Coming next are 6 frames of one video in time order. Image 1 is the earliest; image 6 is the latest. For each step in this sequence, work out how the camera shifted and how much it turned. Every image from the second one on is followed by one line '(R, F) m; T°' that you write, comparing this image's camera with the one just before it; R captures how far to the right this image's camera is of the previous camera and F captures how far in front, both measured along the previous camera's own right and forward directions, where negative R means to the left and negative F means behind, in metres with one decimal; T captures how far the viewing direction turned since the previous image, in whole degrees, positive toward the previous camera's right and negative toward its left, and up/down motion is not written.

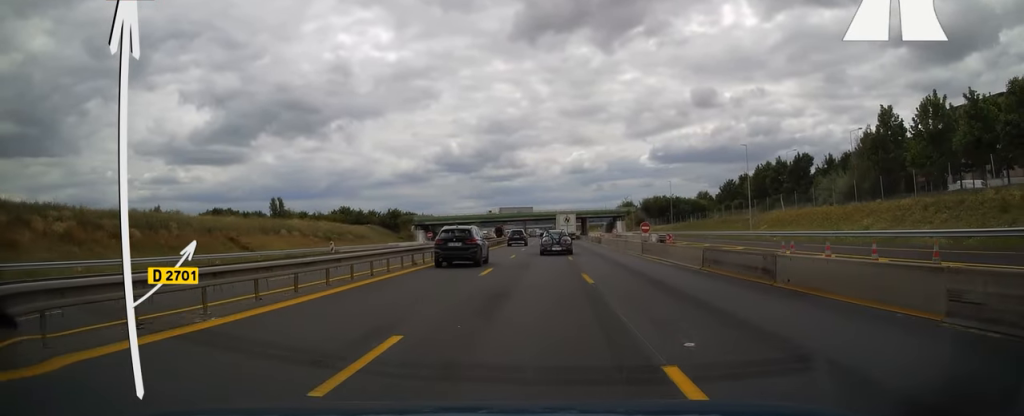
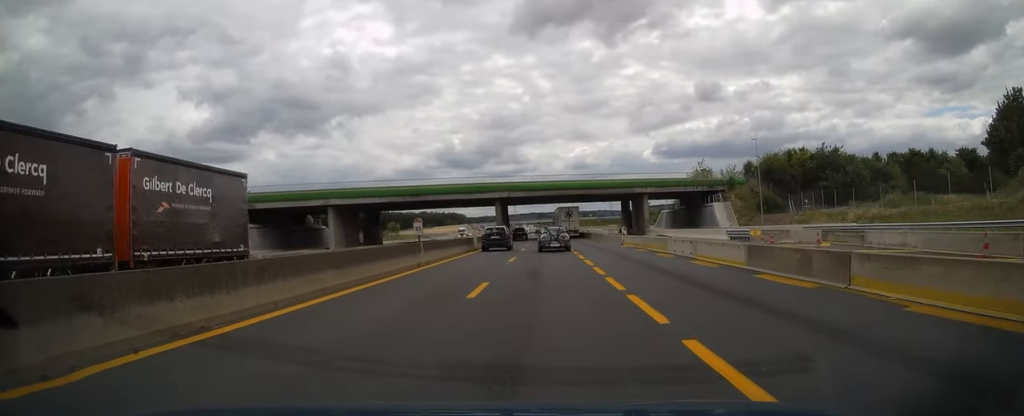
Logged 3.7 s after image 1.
(-0.2, +98.1) m; 0°
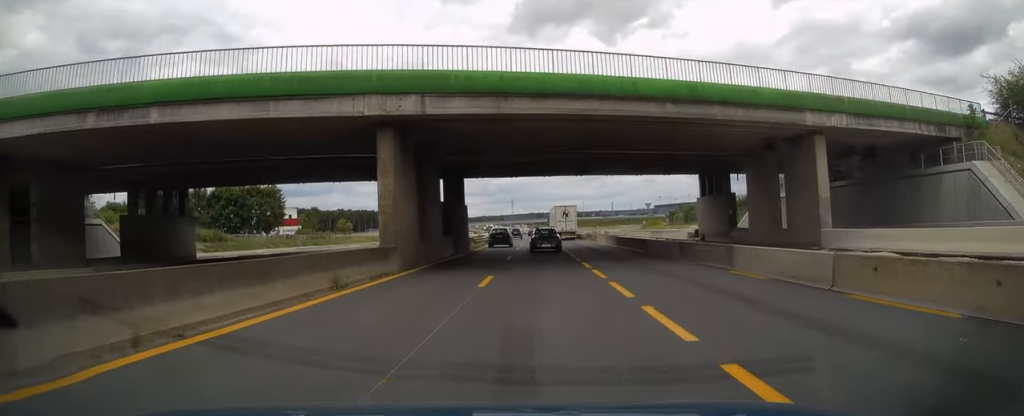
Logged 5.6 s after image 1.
(-0.3, +50.1) m; -1°
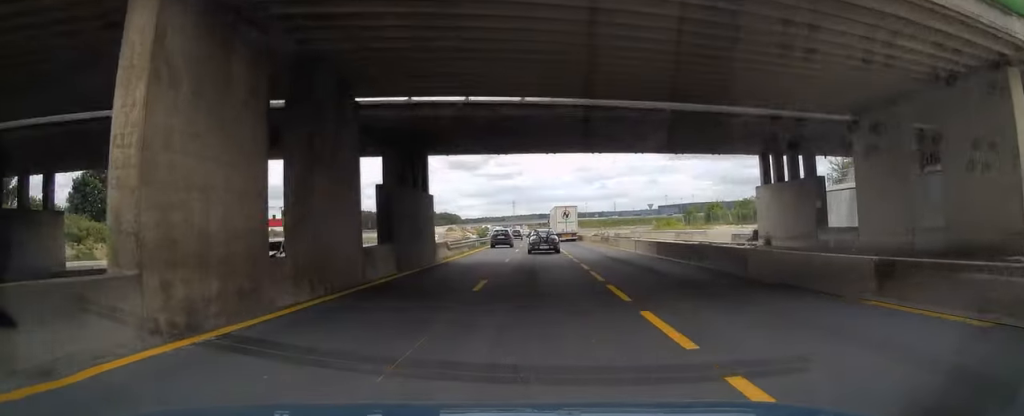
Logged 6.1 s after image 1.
(0.0, +13.5) m; 0°
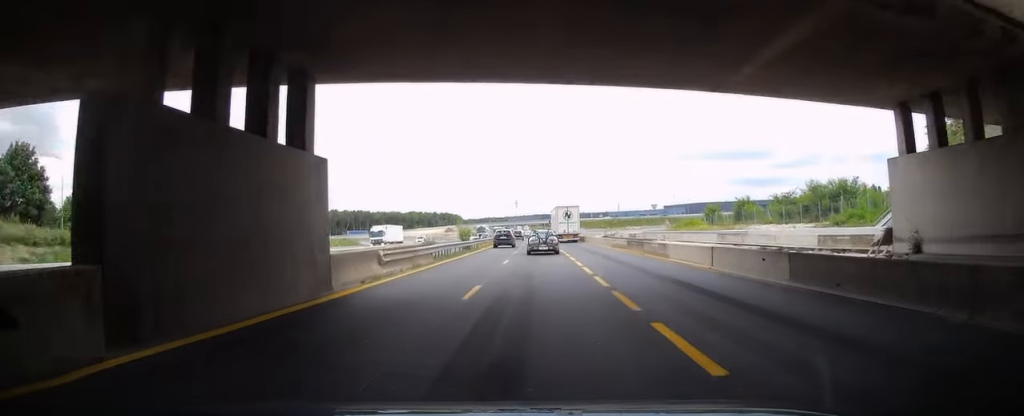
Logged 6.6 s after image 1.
(0.0, +14.4) m; 0°
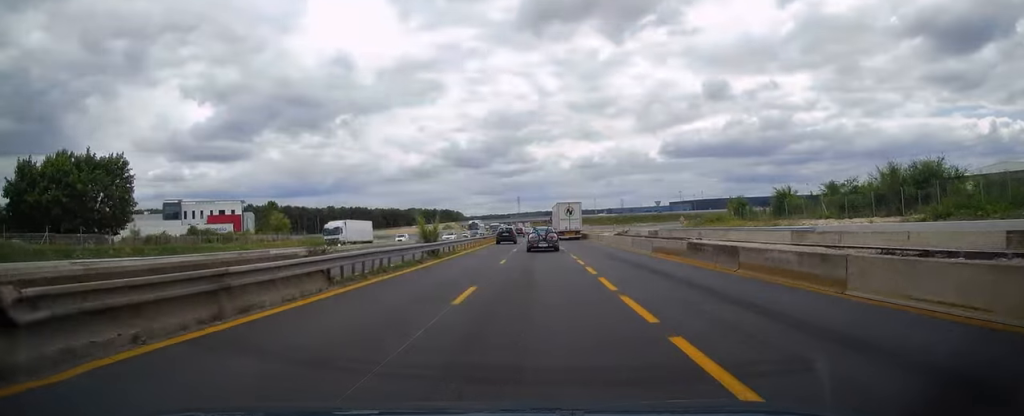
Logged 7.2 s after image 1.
(0.0, +14.5) m; 0°
